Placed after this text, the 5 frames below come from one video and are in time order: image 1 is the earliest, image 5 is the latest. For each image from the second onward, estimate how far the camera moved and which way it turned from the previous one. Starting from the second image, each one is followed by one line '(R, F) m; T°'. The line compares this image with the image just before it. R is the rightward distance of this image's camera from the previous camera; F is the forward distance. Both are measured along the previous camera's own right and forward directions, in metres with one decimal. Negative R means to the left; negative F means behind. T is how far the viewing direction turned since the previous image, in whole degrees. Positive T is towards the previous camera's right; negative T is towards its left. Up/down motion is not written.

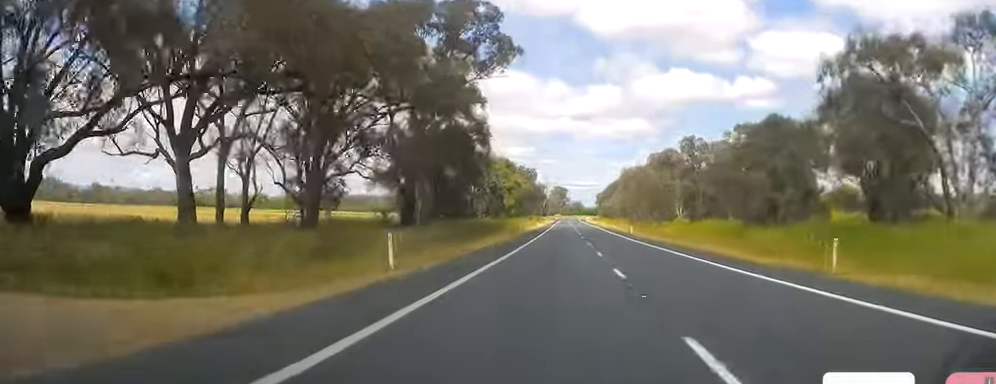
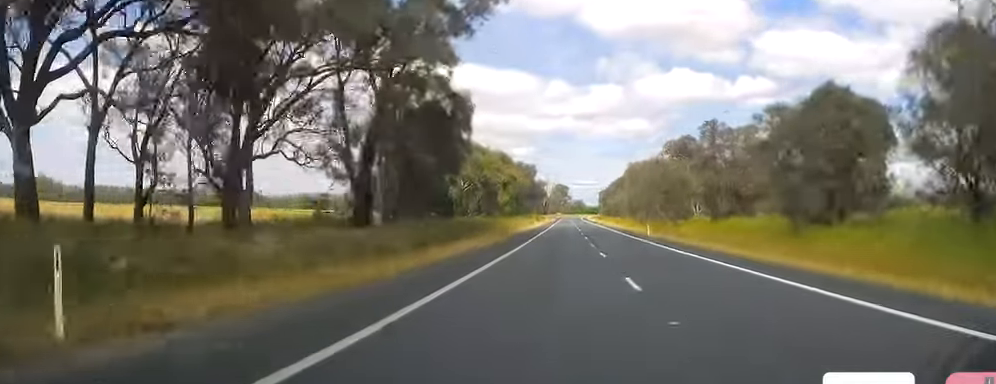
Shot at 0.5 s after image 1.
(-0.1, +15.3) m; 0°
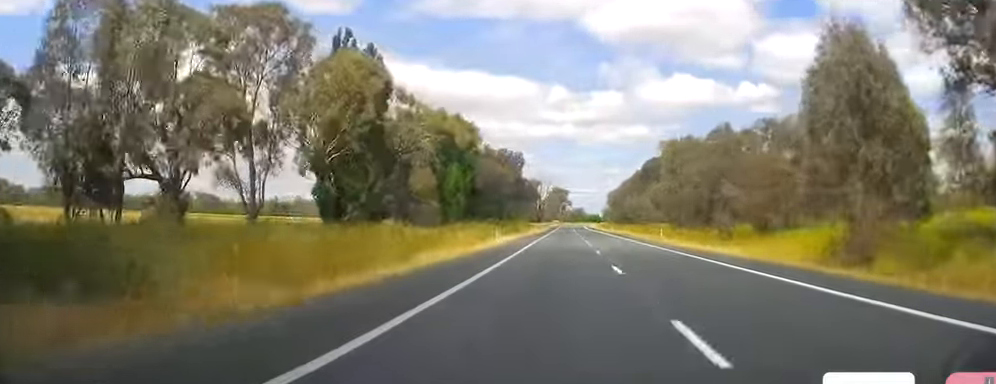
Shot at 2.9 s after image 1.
(+0.6, +68.1) m; -1°
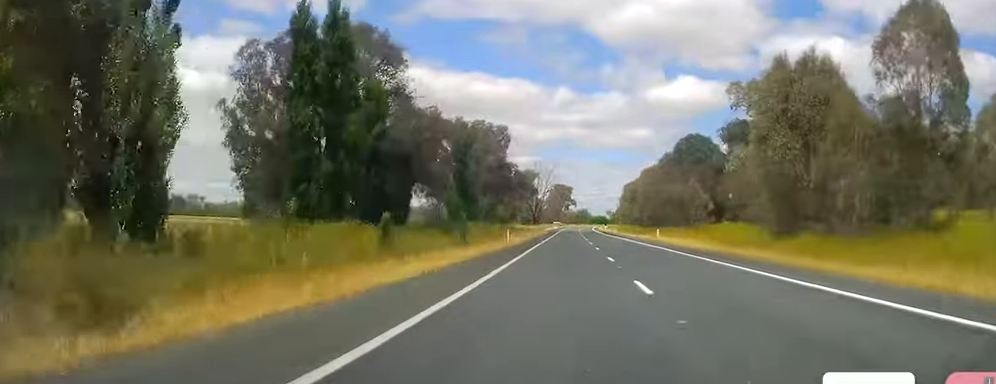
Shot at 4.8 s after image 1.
(-0.6, +53.6) m; 0°
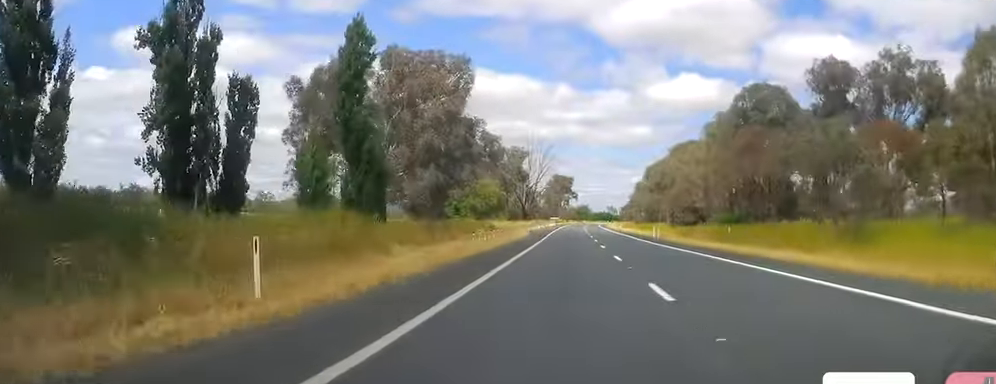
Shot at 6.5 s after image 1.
(0.0, +50.4) m; 0°
